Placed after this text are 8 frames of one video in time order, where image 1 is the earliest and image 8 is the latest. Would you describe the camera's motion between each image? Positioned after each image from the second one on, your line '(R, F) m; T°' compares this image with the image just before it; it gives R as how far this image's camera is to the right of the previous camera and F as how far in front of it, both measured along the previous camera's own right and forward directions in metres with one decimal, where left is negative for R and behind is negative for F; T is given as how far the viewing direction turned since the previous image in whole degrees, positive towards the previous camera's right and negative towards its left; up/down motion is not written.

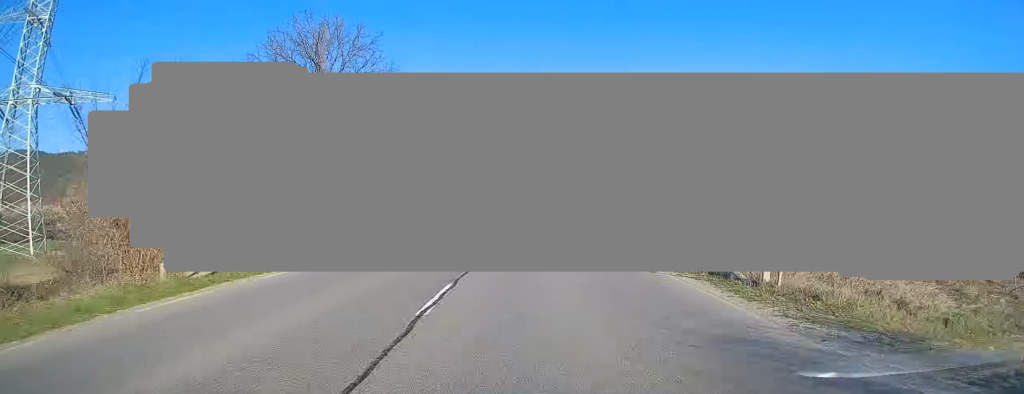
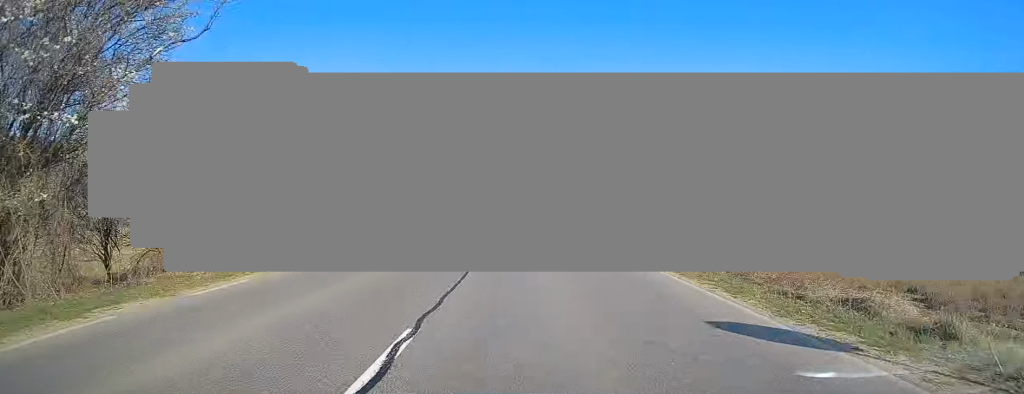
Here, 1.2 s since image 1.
(+0.3, +30.9) m; -1°
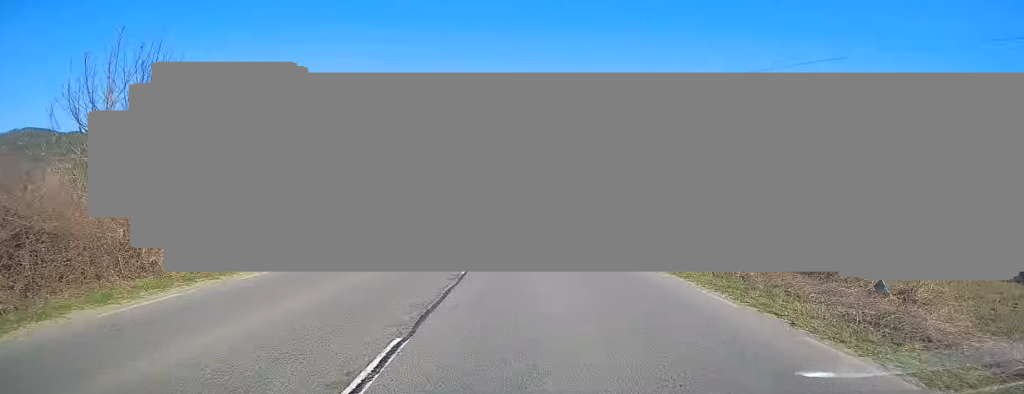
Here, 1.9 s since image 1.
(-0.6, +18.5) m; -1°
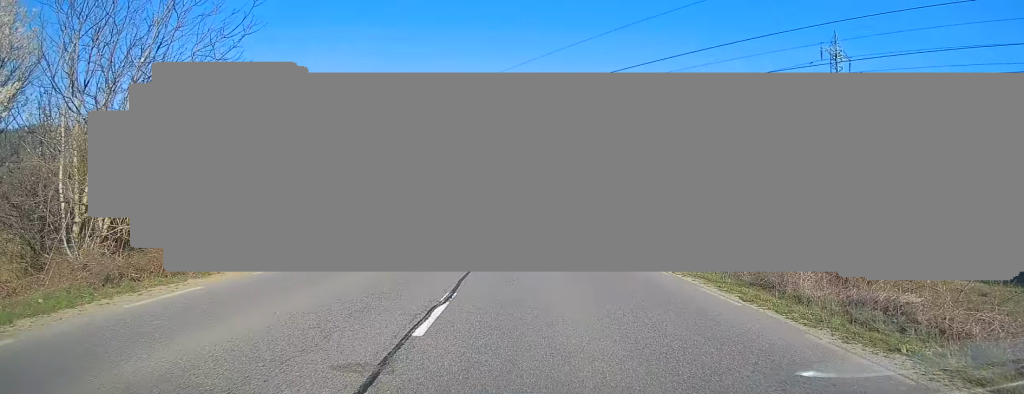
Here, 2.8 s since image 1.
(0.0, +23.9) m; -1°
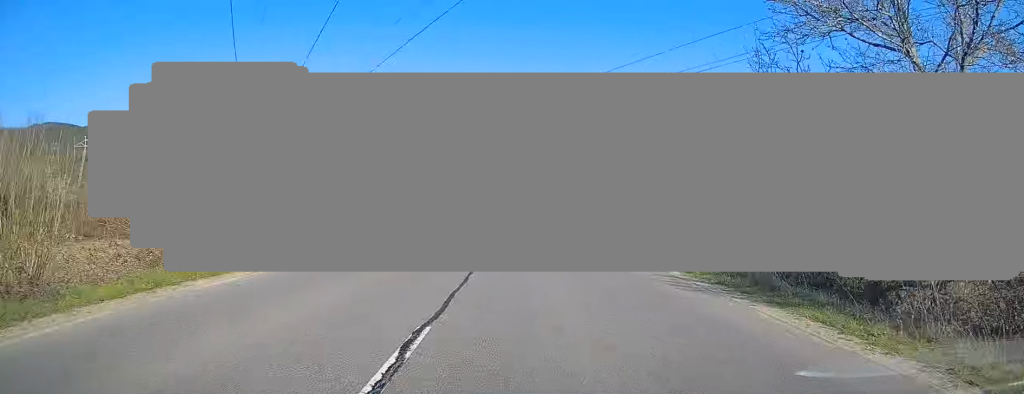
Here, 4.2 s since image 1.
(-0.9, +38.7) m; -2°
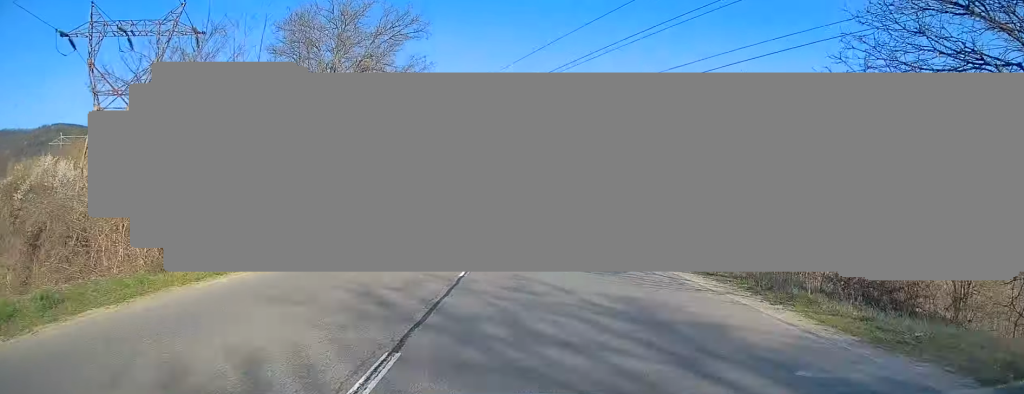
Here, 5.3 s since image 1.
(-0.2, +28.0) m; -1°
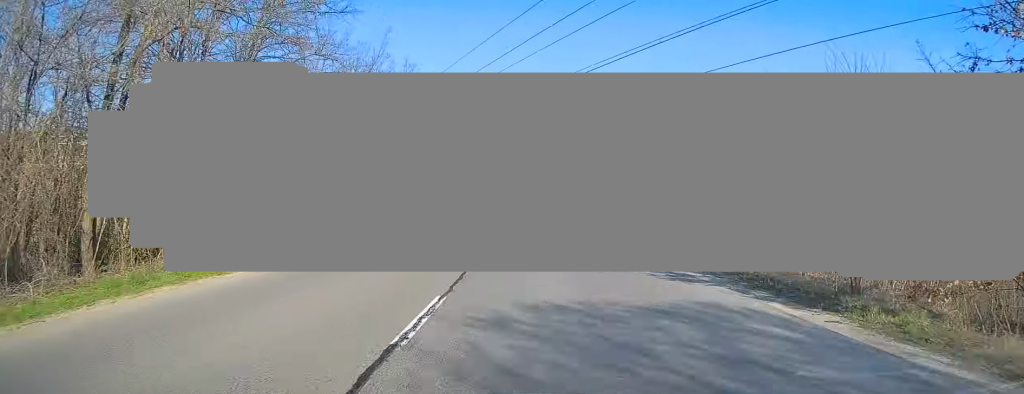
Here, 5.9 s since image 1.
(-0.2, +14.9) m; -1°
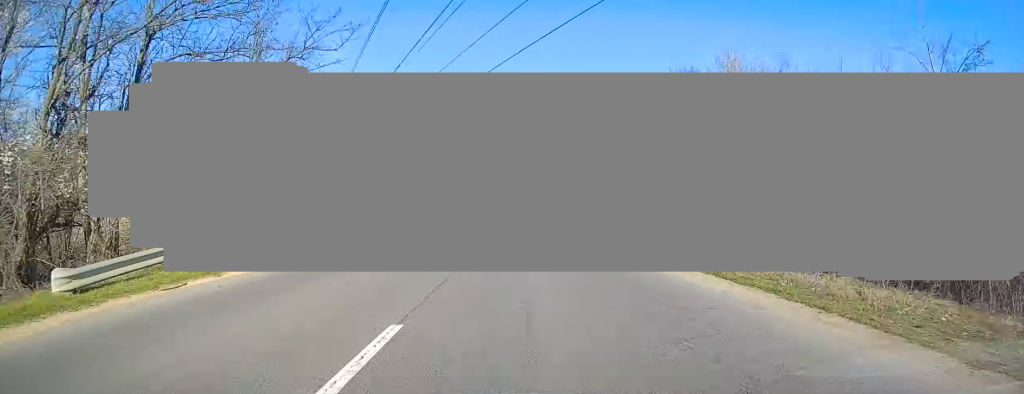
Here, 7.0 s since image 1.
(-0.3, +28.9) m; -1°
